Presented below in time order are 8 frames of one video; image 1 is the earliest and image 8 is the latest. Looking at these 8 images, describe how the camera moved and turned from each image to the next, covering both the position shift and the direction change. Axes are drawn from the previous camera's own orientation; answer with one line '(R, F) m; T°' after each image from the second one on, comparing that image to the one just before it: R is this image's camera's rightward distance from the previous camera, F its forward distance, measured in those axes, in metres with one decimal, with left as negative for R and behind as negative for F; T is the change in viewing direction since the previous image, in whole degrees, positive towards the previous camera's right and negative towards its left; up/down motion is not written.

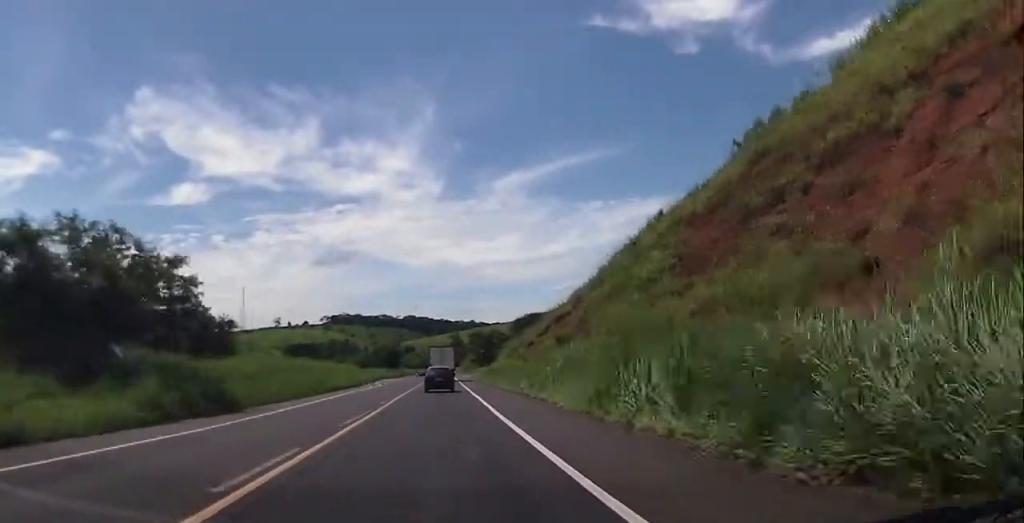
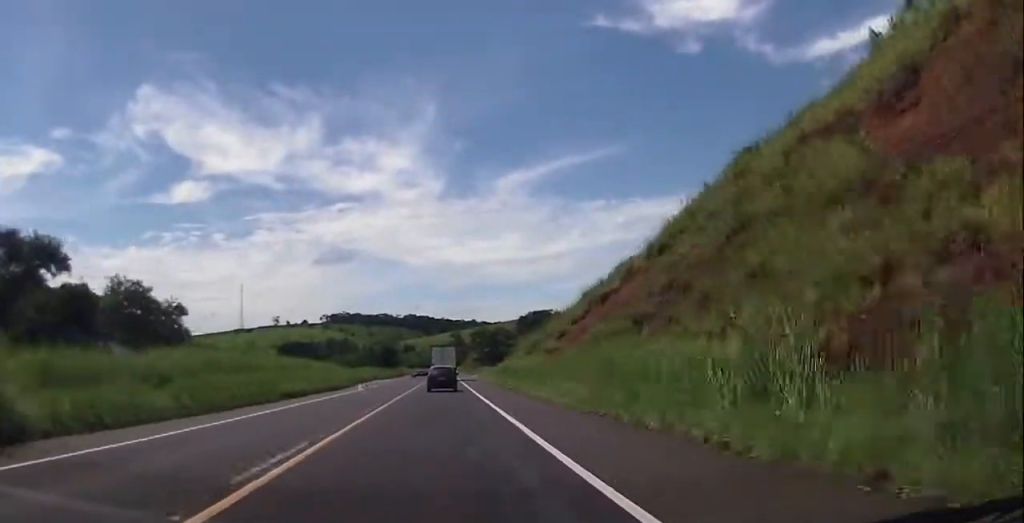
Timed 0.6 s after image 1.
(-0.3, +15.8) m; 0°
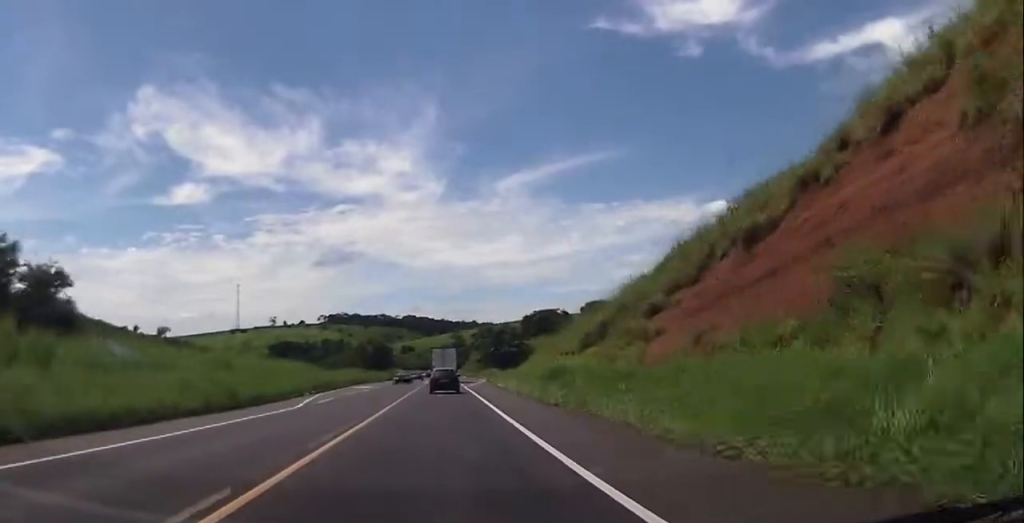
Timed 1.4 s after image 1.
(-0.1, +20.9) m; 0°
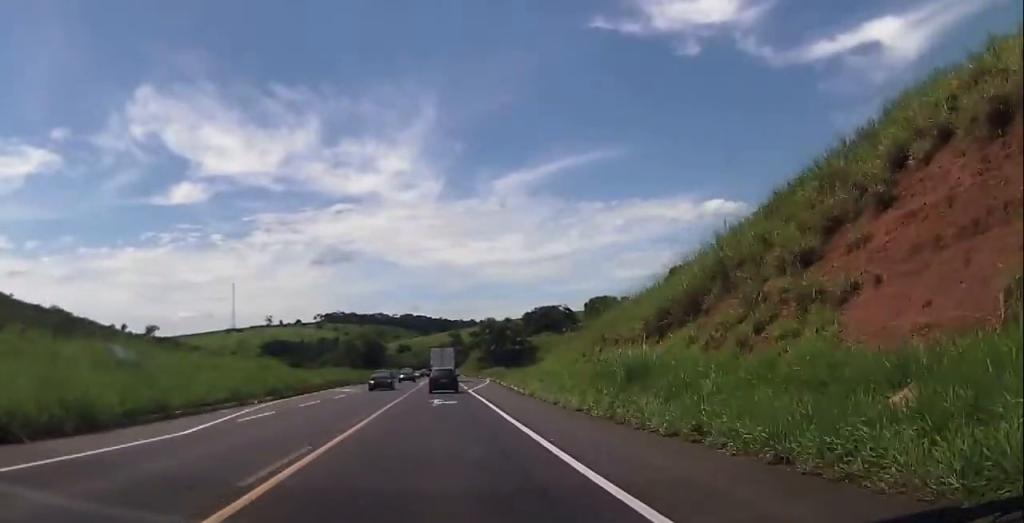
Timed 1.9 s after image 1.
(+0.1, +12.1) m; 0°
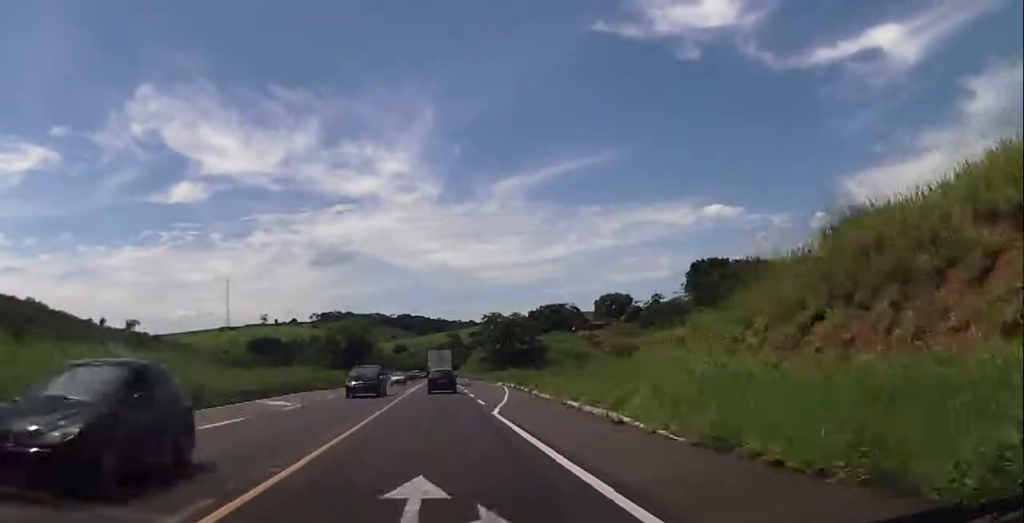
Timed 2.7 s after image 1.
(0.0, +21.4) m; 0°
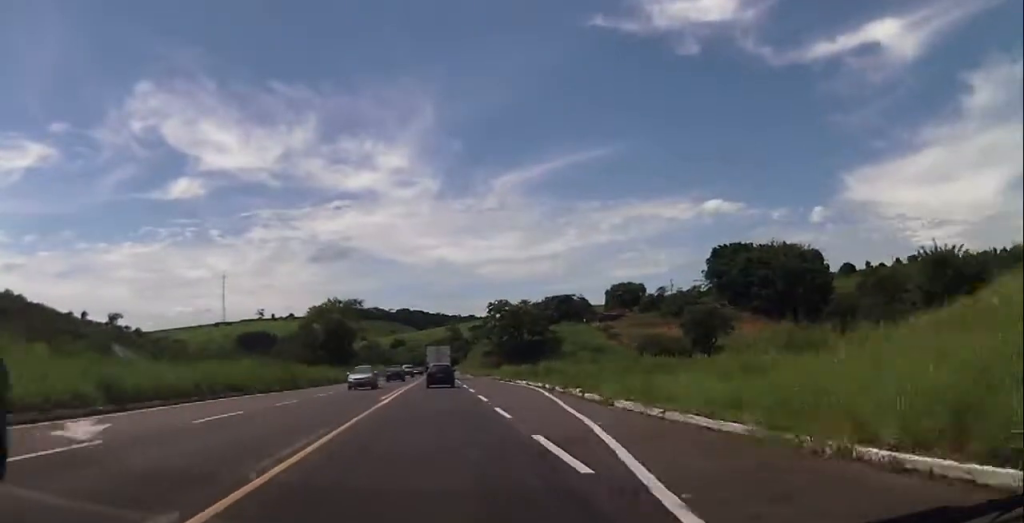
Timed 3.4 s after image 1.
(0.0, +17.8) m; 0°
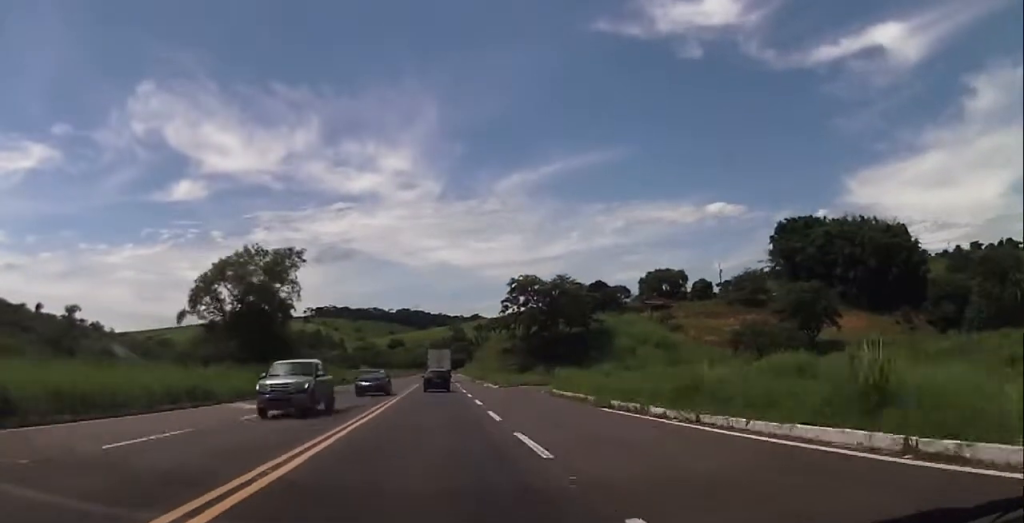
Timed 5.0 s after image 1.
(0.0, +39.4) m; 0°
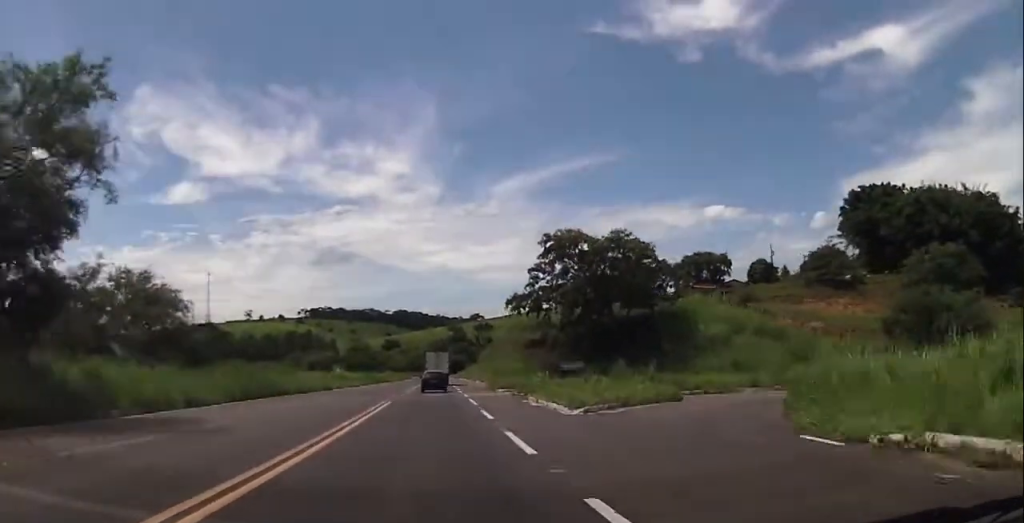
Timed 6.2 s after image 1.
(+2.3, +31.1) m; +7°
